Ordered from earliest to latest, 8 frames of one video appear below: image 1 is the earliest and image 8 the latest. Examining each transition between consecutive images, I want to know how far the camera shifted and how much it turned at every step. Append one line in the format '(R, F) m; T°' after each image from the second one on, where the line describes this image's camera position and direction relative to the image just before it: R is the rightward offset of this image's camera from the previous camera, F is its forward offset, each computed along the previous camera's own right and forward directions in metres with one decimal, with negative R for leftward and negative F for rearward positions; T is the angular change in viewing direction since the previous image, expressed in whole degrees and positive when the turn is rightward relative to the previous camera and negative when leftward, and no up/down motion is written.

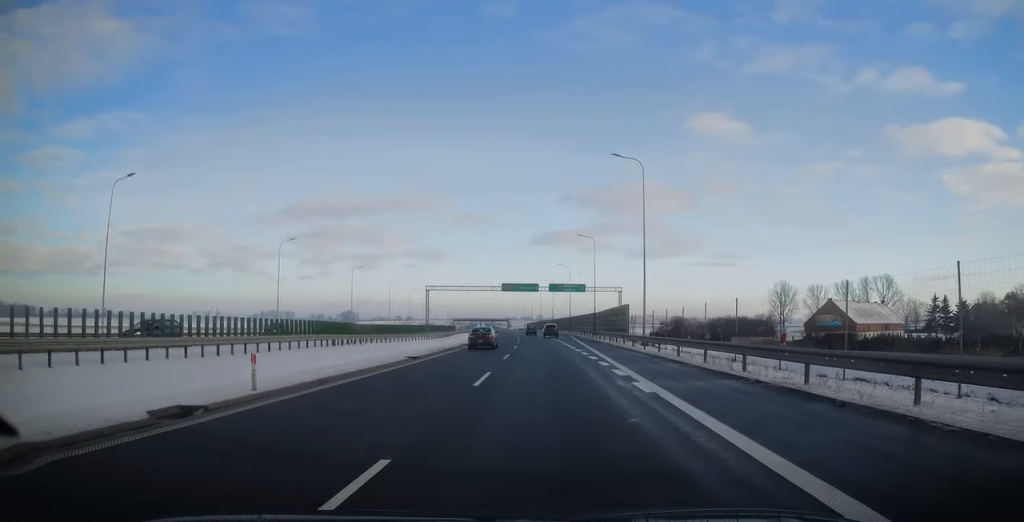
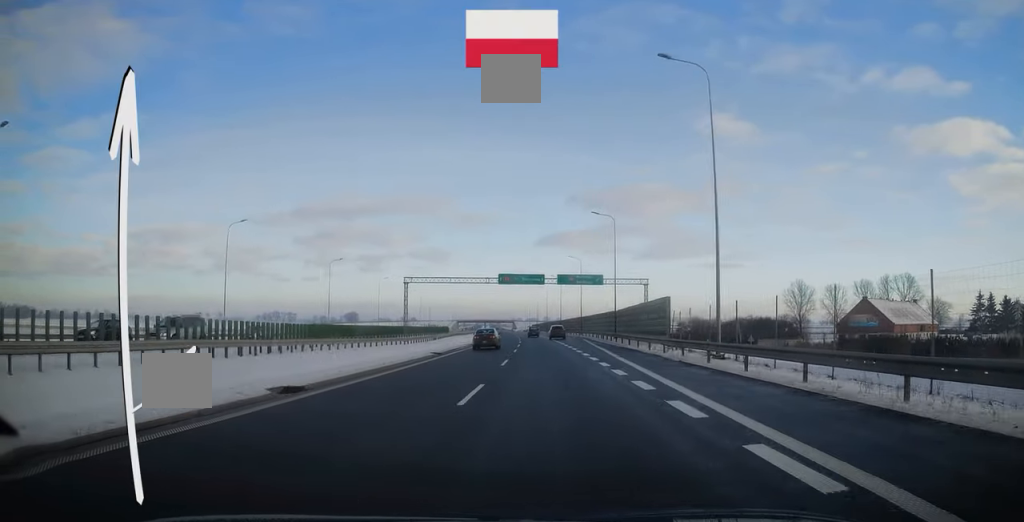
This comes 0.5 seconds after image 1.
(-0.2, +15.3) m; -1°
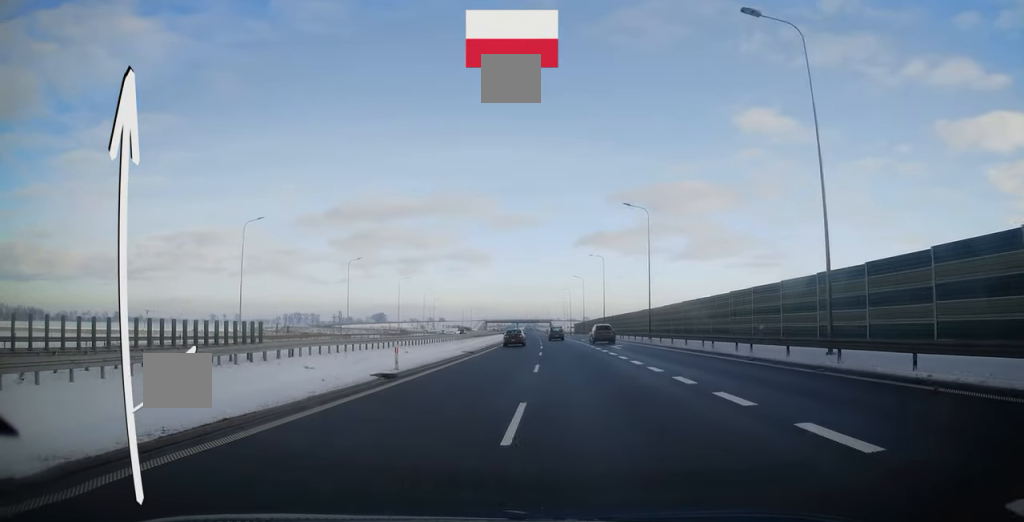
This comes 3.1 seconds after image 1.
(-1.4, +74.9) m; -3°
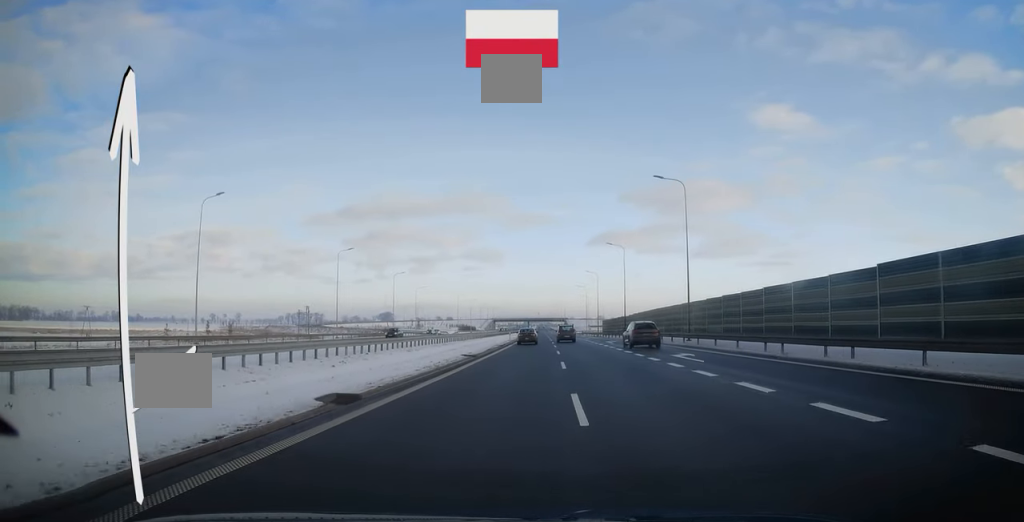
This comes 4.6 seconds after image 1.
(-0.8, +46.4) m; -1°
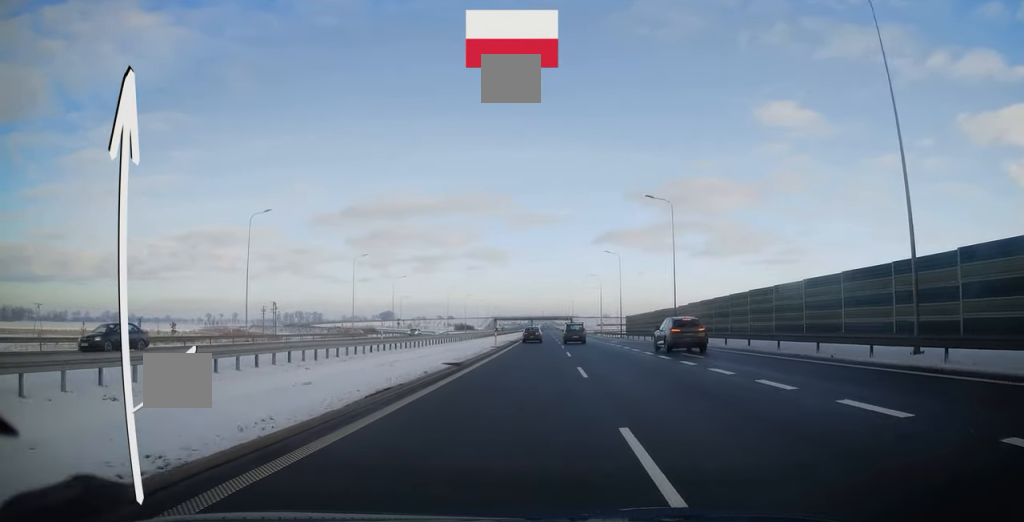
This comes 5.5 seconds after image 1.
(+0.2, +28.0) m; 0°
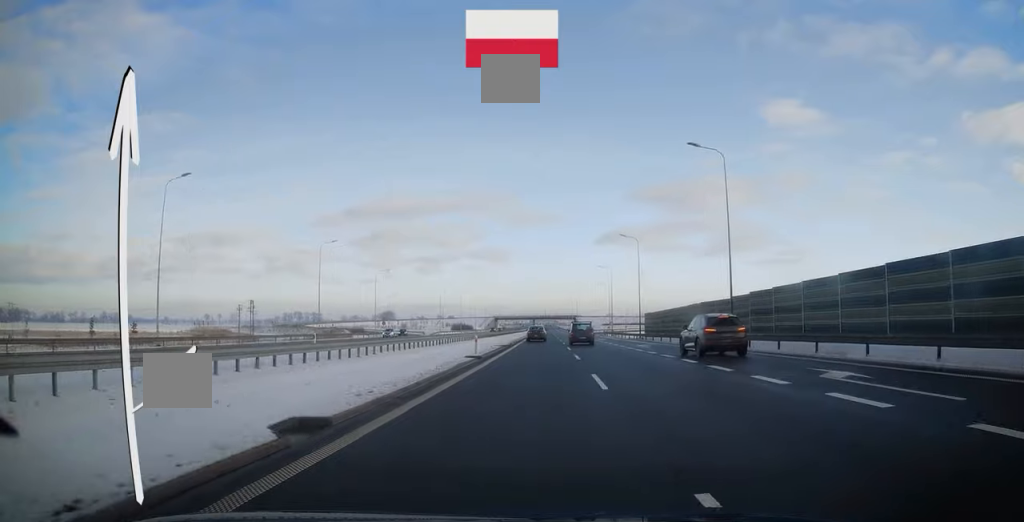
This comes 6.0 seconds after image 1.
(-0.2, +15.2) m; 0°
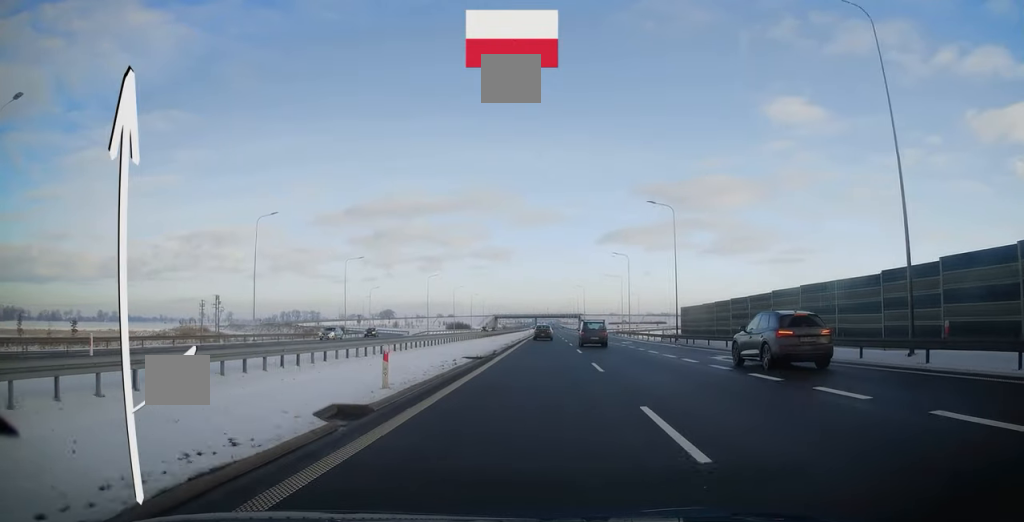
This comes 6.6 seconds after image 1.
(-0.1, +18.8) m; 0°
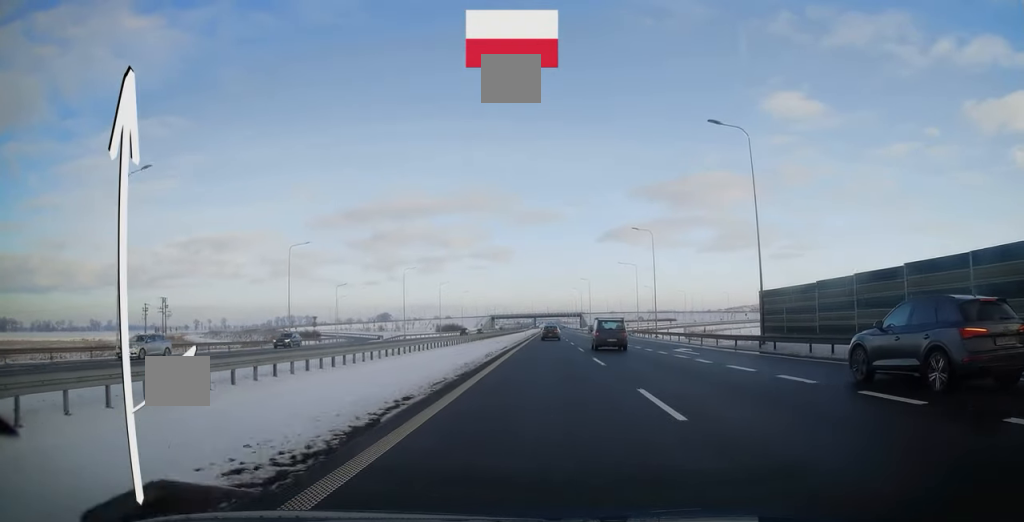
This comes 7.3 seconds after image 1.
(-0.1, +21.4) m; 0°
